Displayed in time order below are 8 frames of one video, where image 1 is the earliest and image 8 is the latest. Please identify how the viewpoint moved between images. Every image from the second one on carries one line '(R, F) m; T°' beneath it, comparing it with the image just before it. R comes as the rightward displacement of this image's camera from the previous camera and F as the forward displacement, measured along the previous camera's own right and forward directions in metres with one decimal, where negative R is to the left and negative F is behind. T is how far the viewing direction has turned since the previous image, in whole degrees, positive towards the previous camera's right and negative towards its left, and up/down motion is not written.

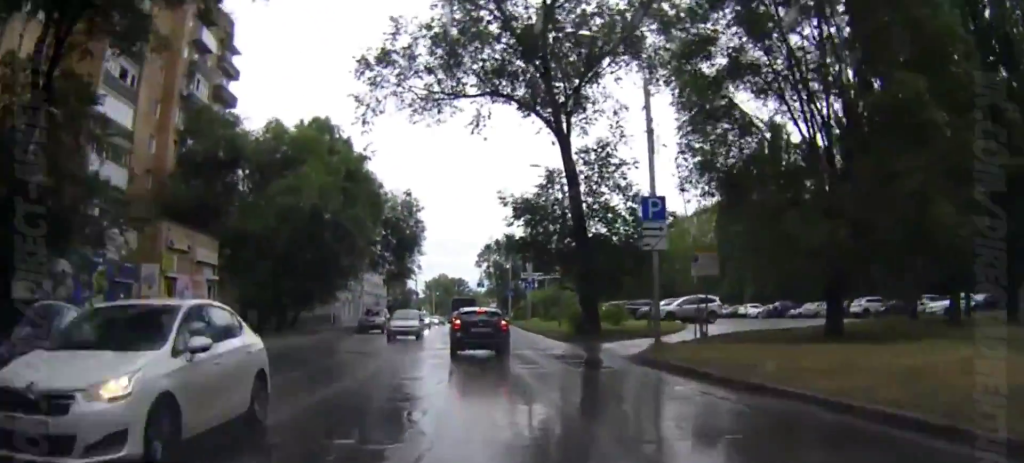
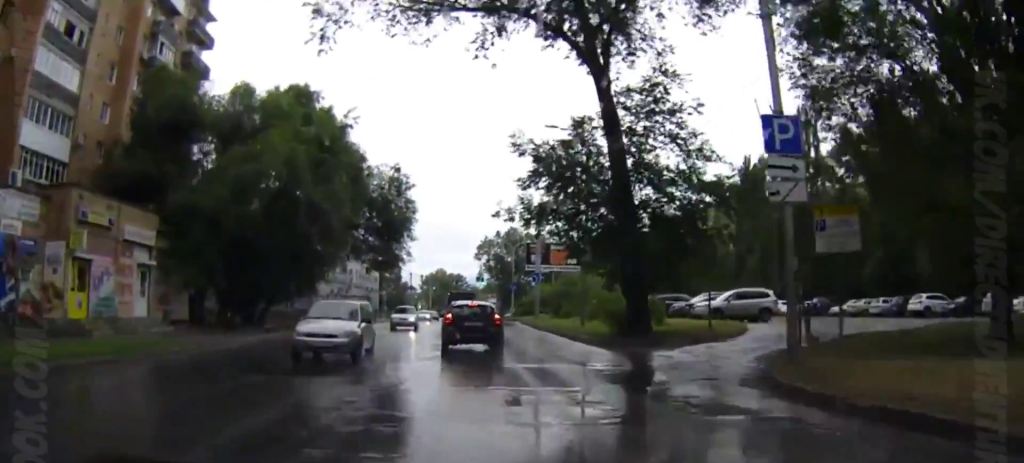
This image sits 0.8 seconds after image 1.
(0.0, +8.1) m; 0°
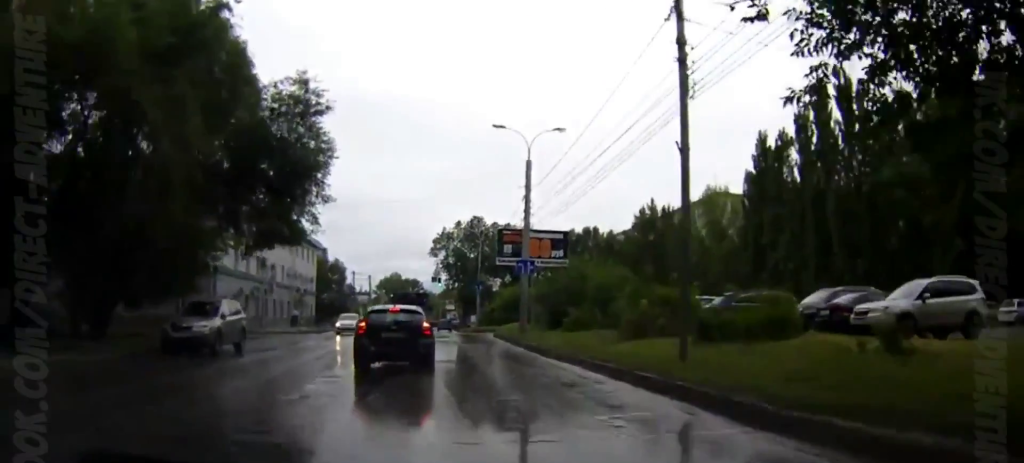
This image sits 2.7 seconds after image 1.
(+0.4, +18.7) m; +4°
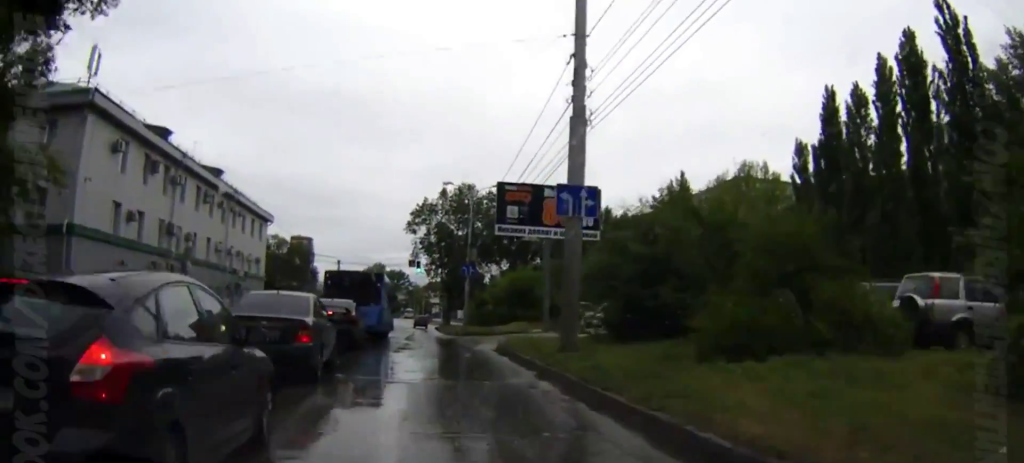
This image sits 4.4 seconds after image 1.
(+1.2, +18.0) m; +7°
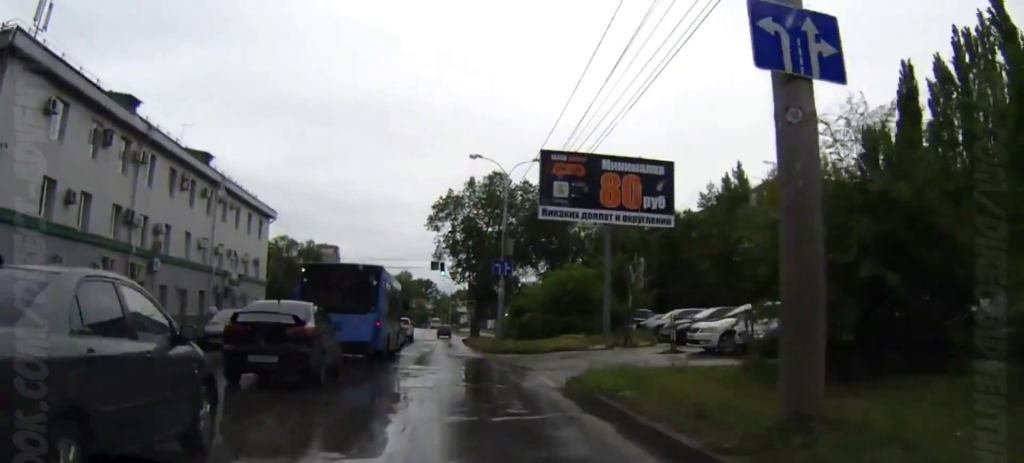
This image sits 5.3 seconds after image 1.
(+0.3, +9.3) m; 0°
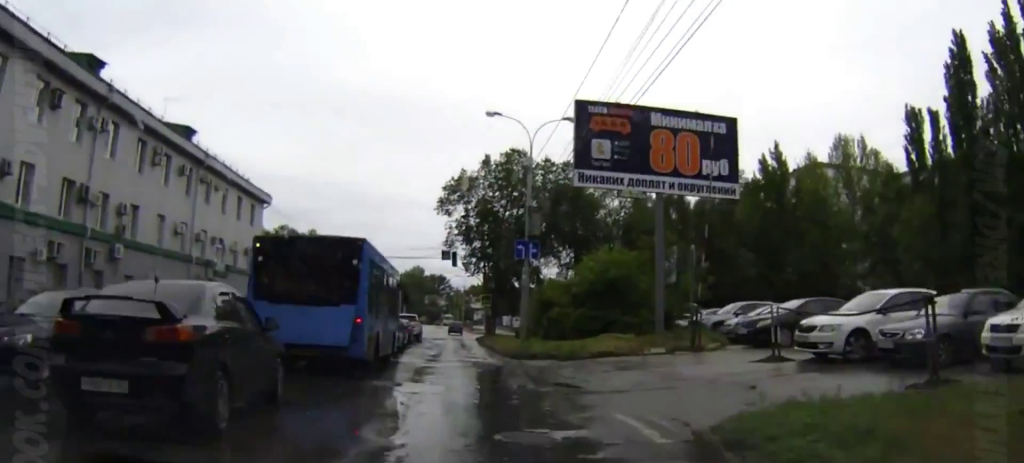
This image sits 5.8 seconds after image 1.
(-0.1, +6.0) m; -1°
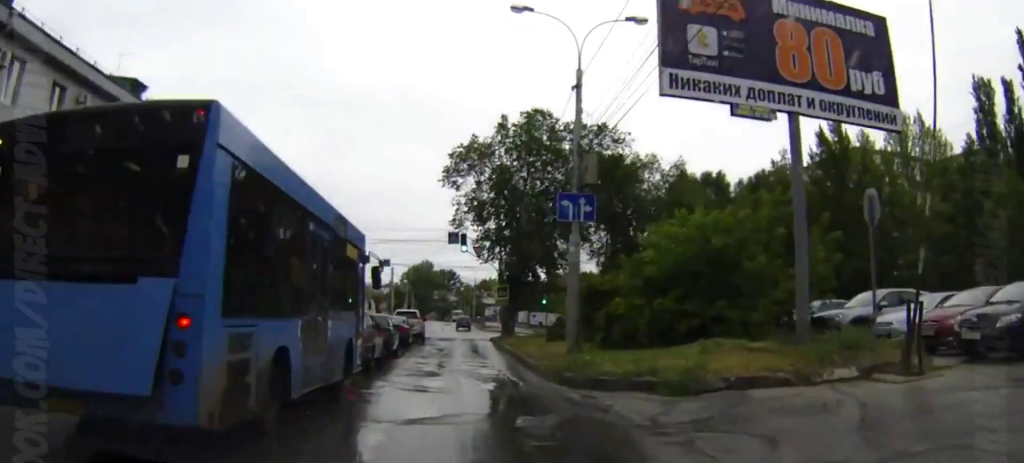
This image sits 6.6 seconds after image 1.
(-0.2, +9.5) m; -1°
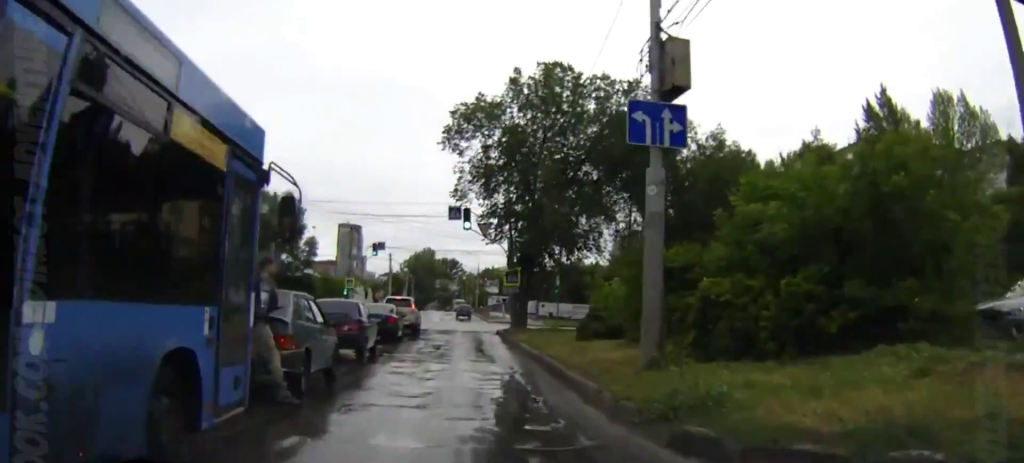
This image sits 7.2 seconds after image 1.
(-0.1, +6.7) m; -1°
